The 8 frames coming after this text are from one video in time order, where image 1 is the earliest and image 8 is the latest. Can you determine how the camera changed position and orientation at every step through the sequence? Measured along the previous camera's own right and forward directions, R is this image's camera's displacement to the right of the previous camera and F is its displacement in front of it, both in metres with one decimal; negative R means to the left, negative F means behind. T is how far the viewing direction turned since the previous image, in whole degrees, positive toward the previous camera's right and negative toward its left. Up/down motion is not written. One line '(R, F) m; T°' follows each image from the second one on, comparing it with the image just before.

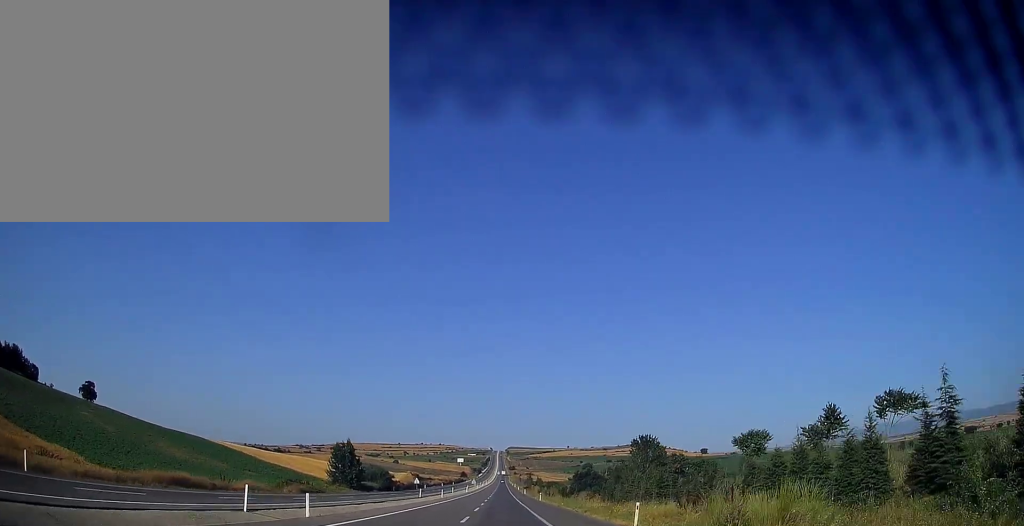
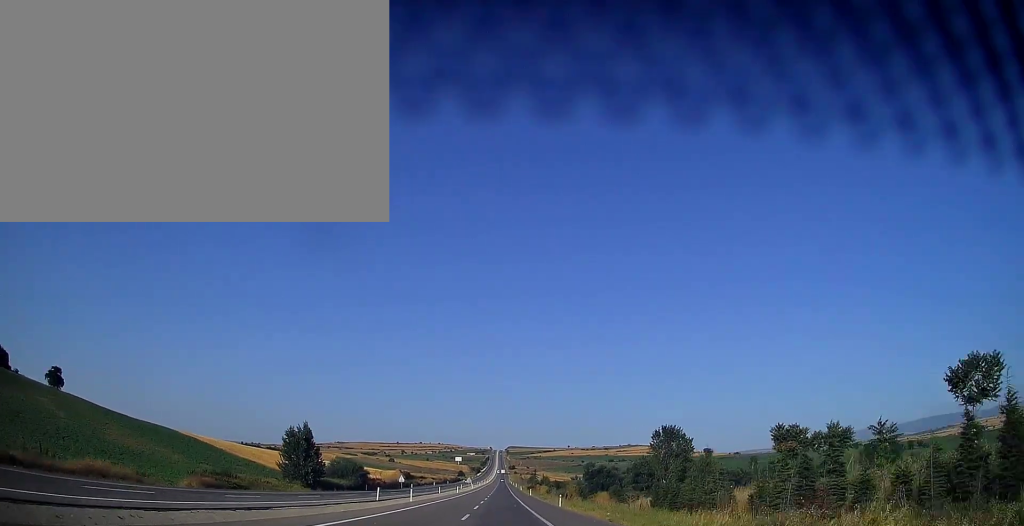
(+0.1, +24.7) m; 0°
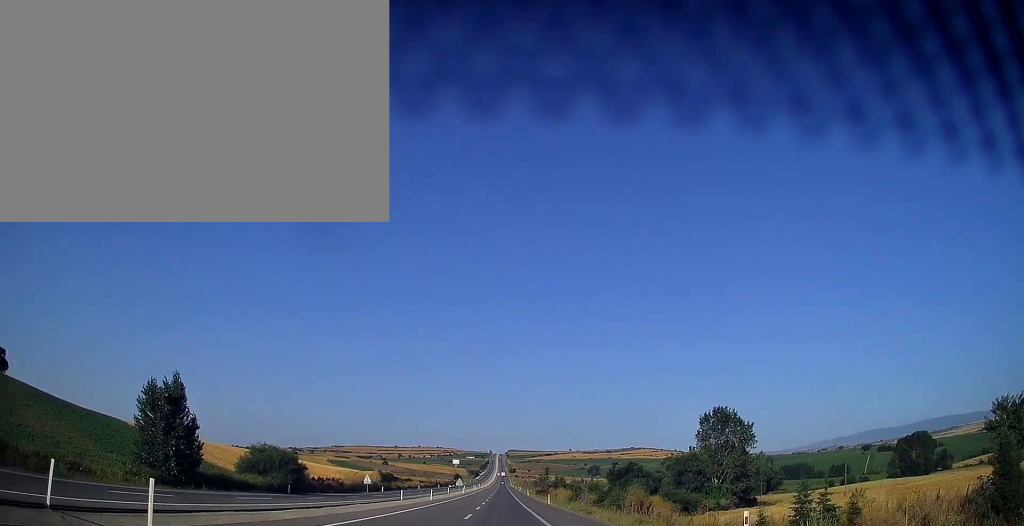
(-0.1, +35.4) m; 0°
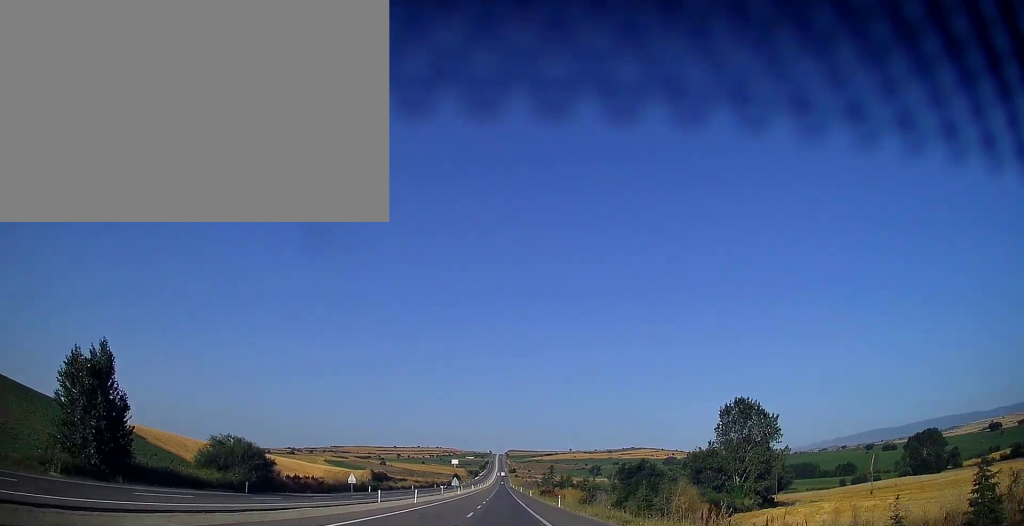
(+0.1, +11.7) m; 0°
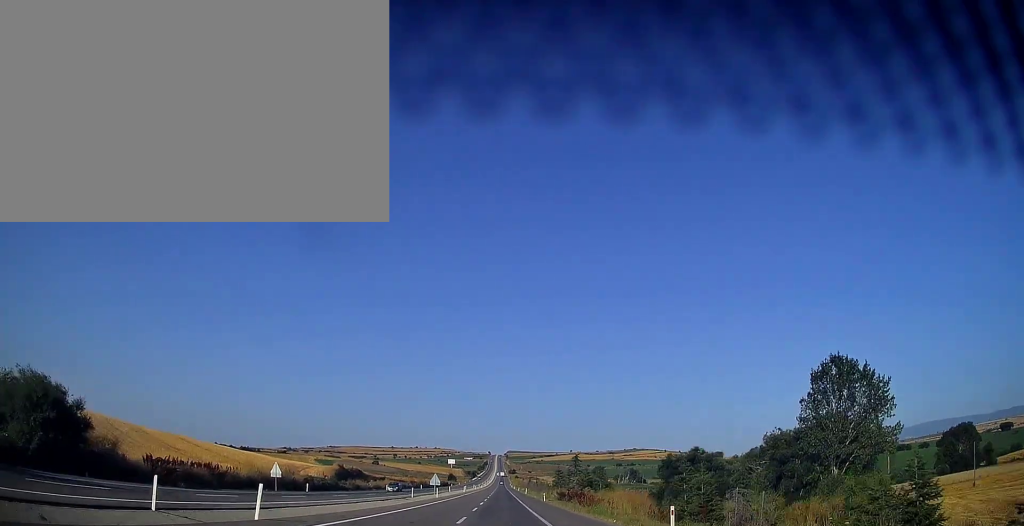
(+0.1, +32.2) m; 0°
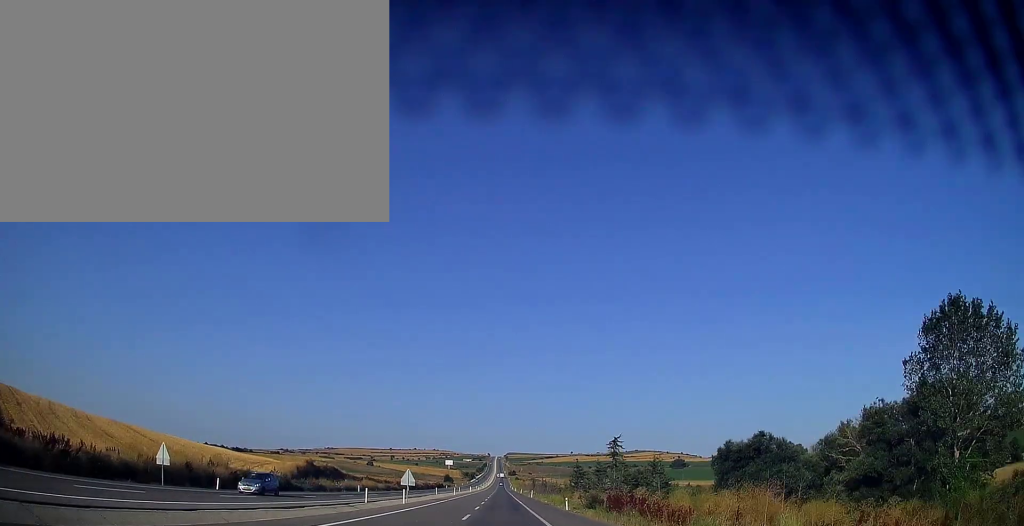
(0.0, +22.4) m; 0°
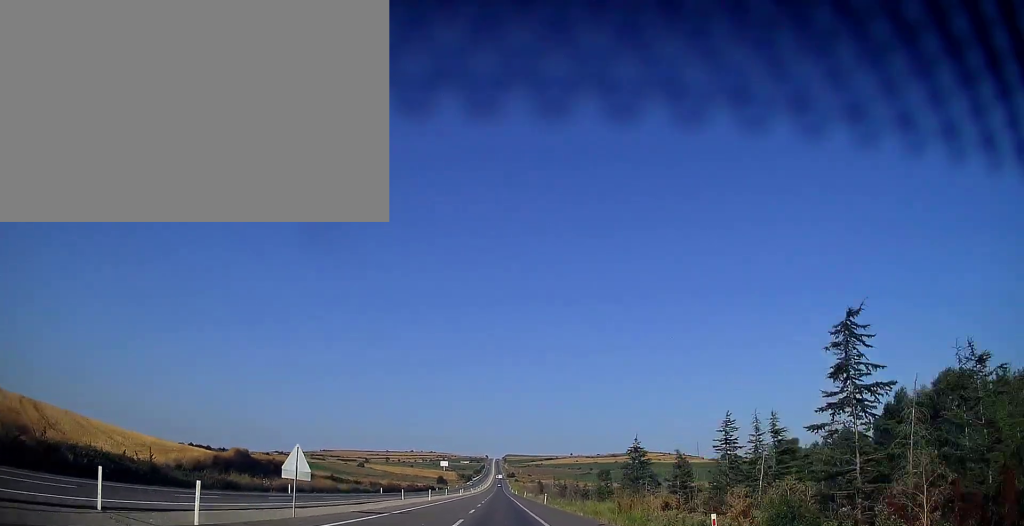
(-0.1, +29.3) m; 0°
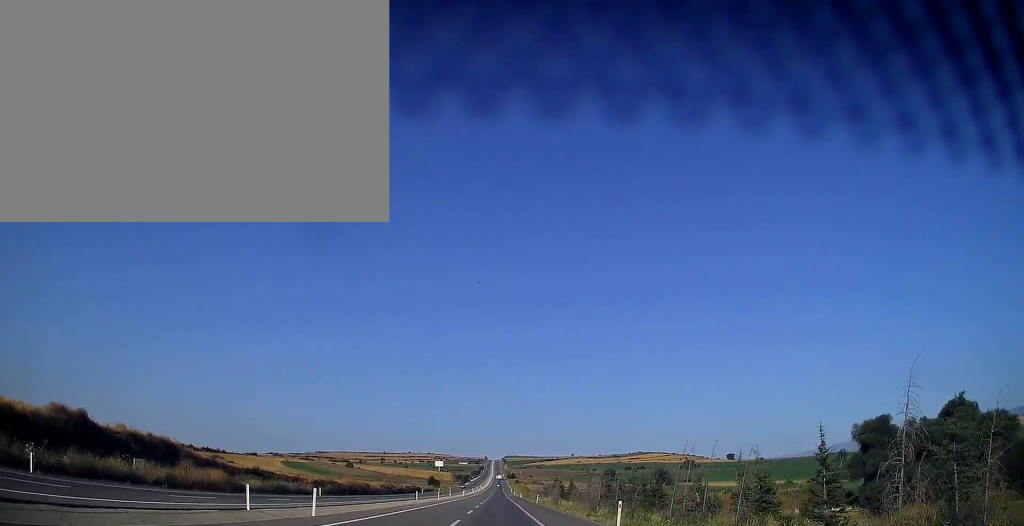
(+0.1, +39.2) m; 0°
